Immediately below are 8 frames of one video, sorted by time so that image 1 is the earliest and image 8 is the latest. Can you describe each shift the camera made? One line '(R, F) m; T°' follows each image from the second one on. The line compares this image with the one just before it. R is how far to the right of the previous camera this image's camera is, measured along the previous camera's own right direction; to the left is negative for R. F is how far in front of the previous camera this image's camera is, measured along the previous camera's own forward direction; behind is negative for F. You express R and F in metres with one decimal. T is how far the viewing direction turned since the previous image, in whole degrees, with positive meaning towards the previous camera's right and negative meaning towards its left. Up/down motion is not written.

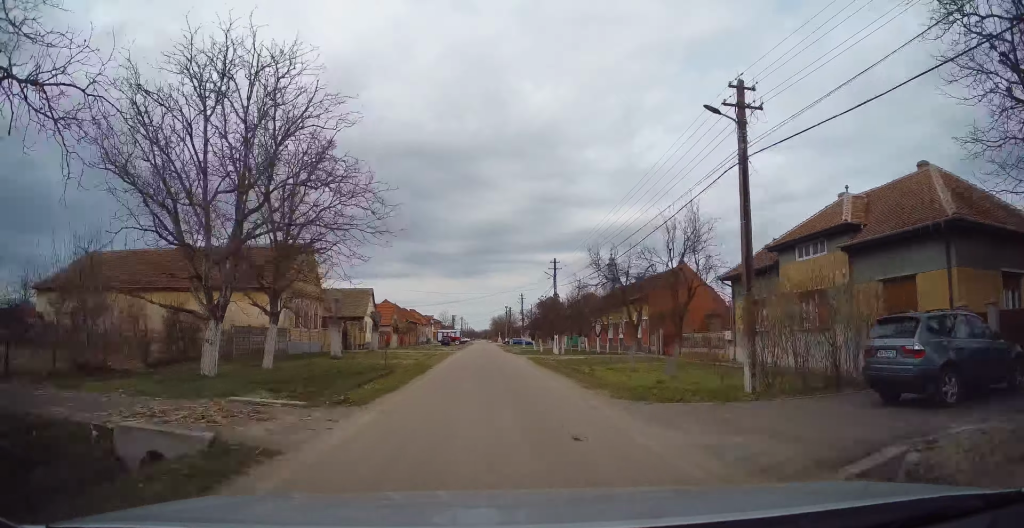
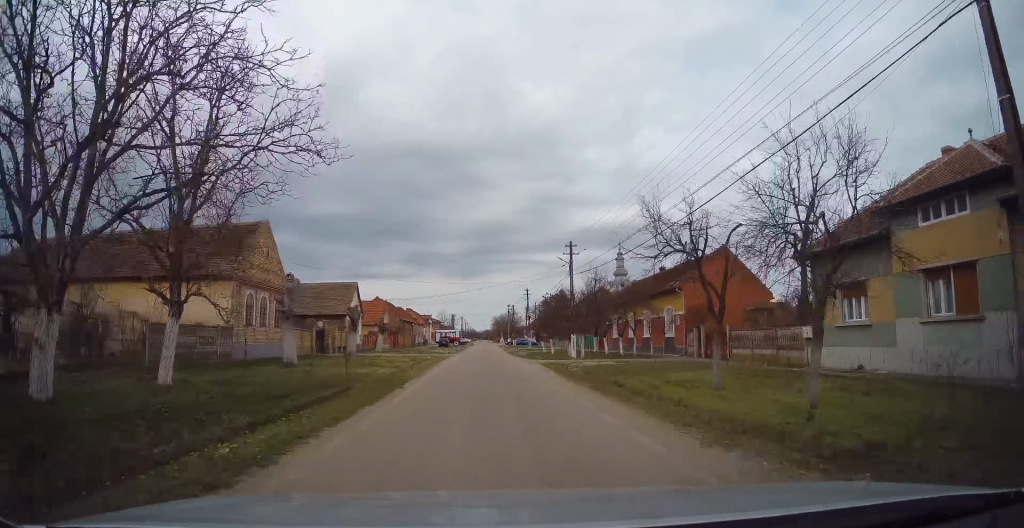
(+0.1, +8.0) m; 0°
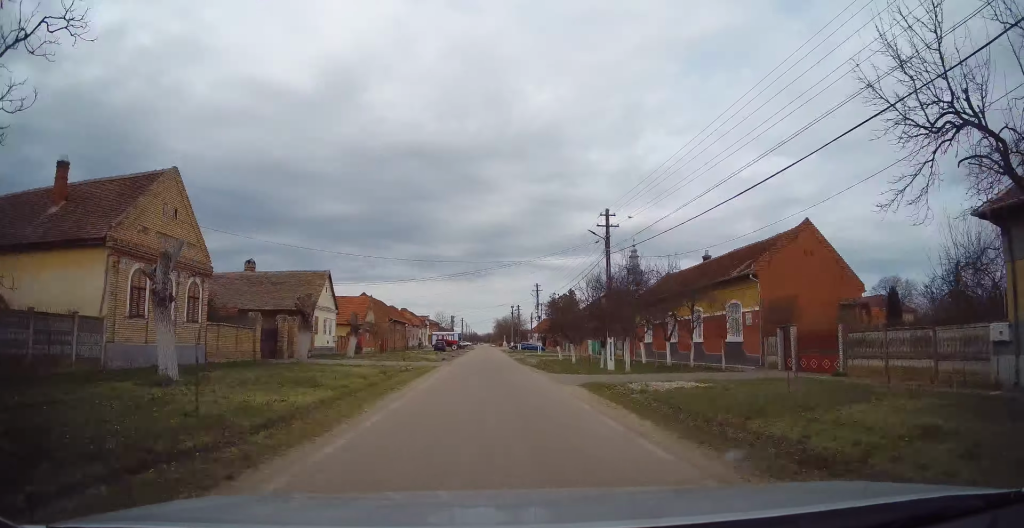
(0.0, +10.5) m; -1°
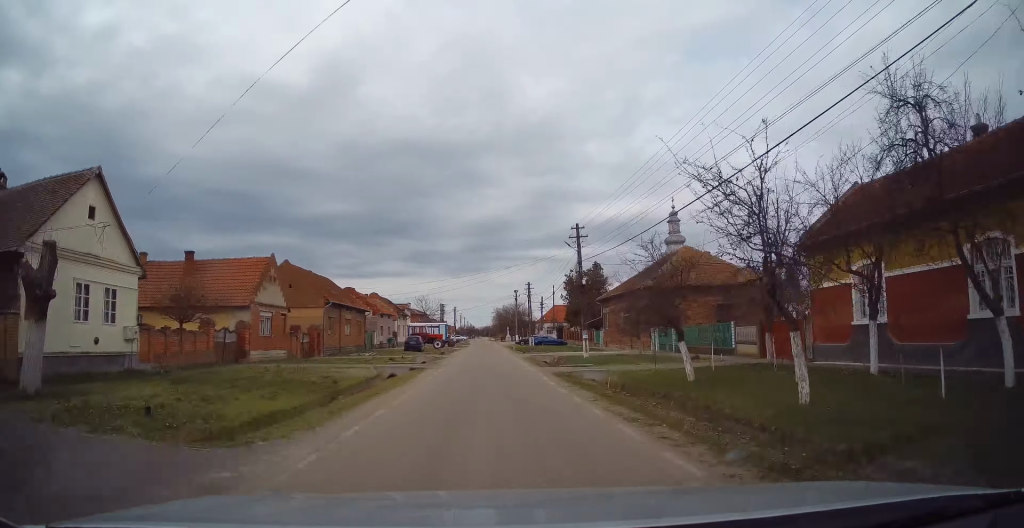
(-0.1, +27.4) m; 0°
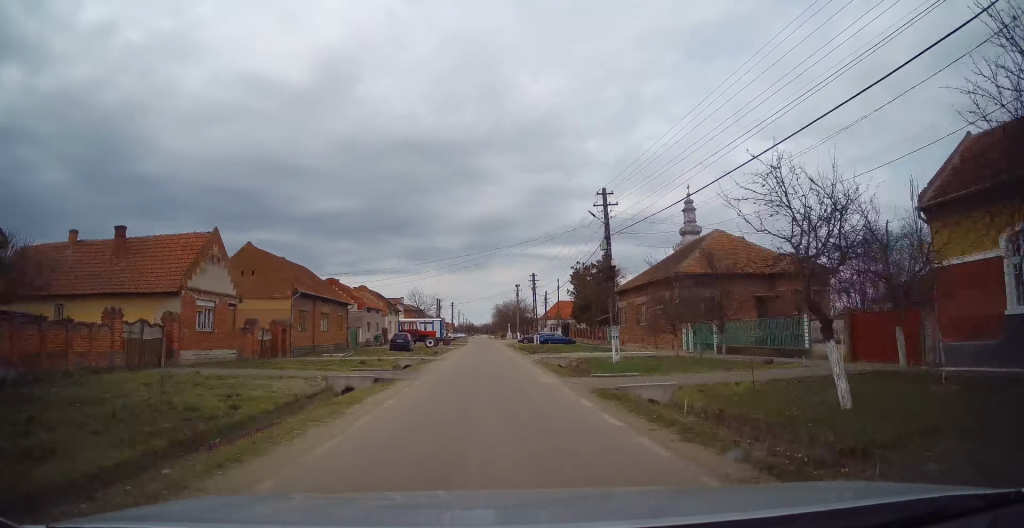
(0.0, +7.3) m; 0°
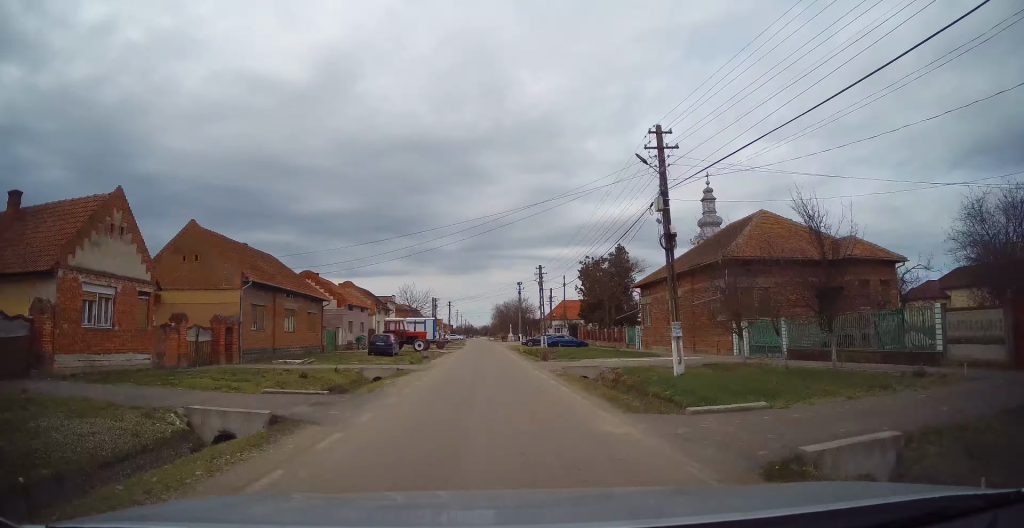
(-0.2, +7.8) m; 0°
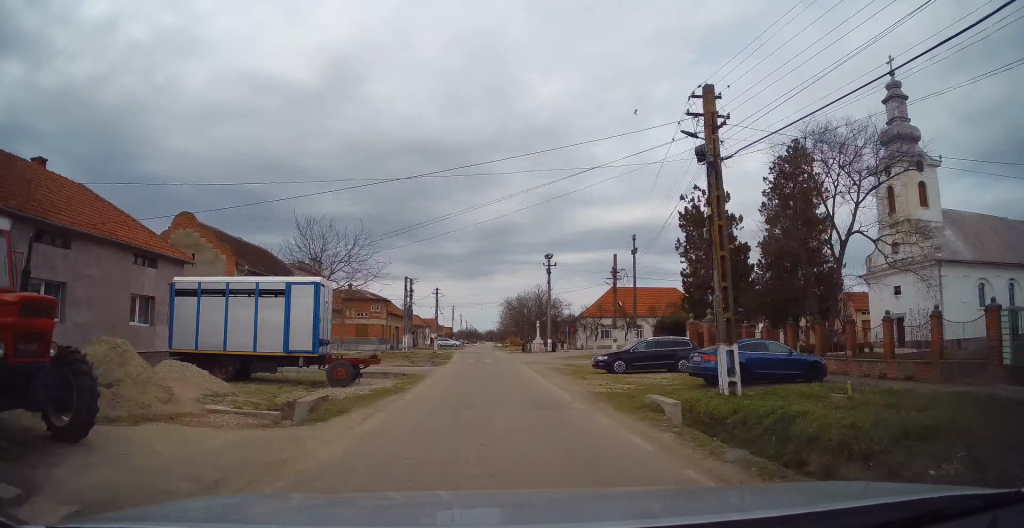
(+0.5, +39.0) m; 0°
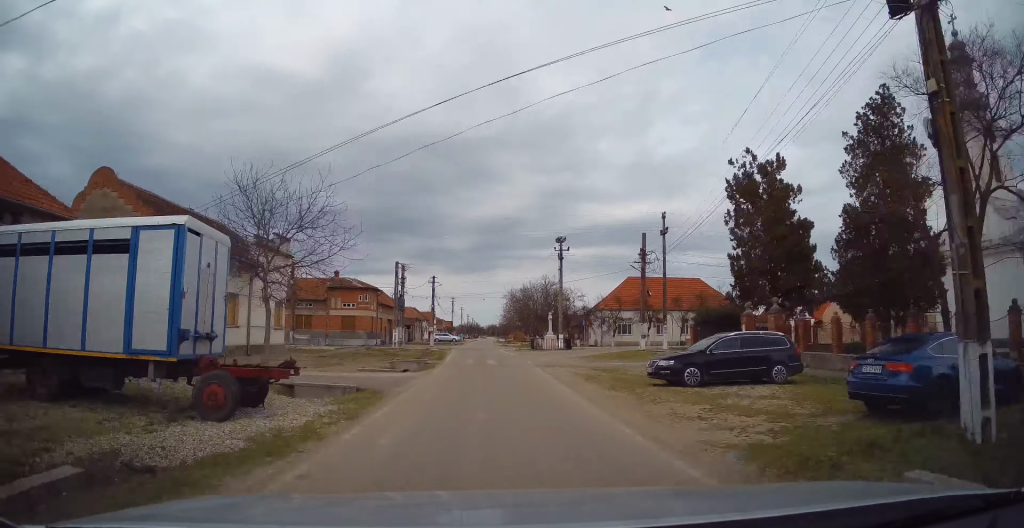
(-0.1, +7.7) m; -1°
